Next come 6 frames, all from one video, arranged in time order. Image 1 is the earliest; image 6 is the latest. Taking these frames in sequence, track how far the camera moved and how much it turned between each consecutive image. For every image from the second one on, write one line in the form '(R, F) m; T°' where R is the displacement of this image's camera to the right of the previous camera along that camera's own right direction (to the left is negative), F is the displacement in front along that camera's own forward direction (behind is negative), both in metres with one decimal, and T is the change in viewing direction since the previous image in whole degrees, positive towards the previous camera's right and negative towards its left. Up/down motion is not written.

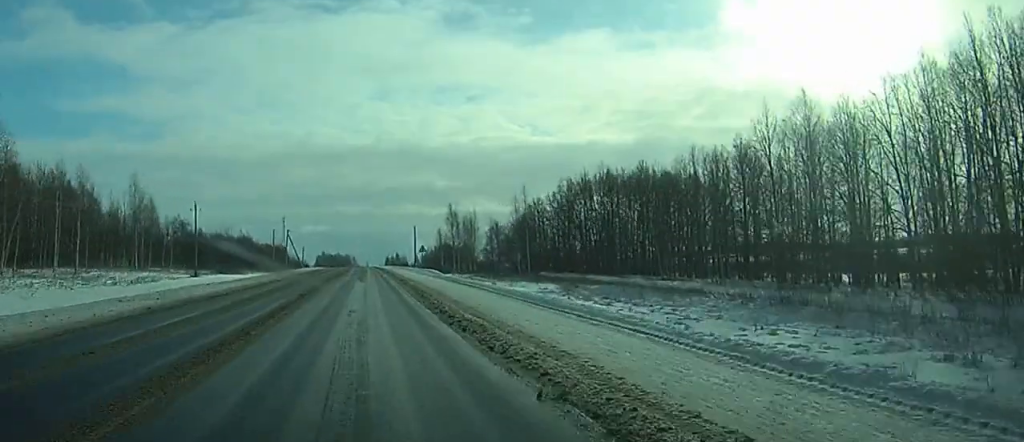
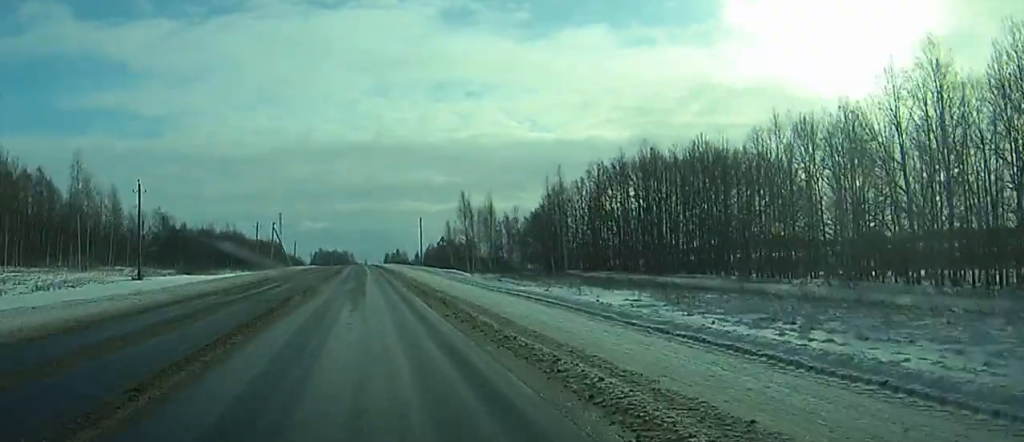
(0.0, +25.4) m; 0°
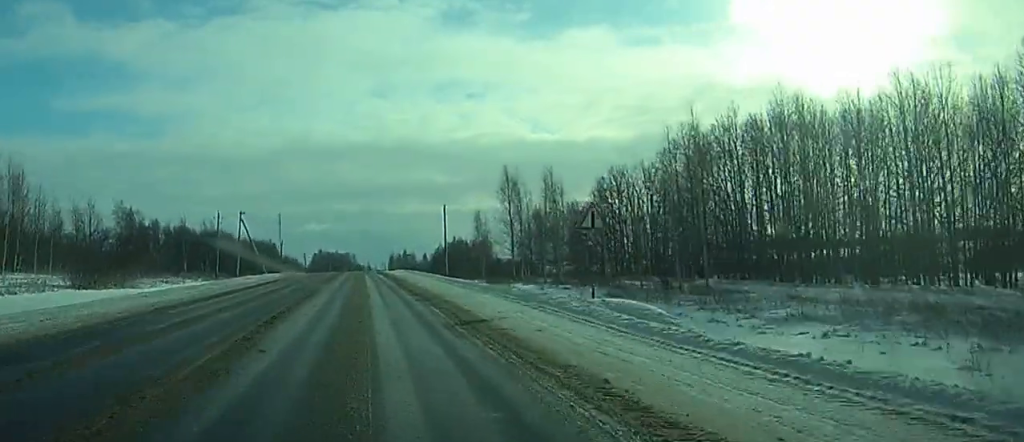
(-0.2, +44.1) m; 0°
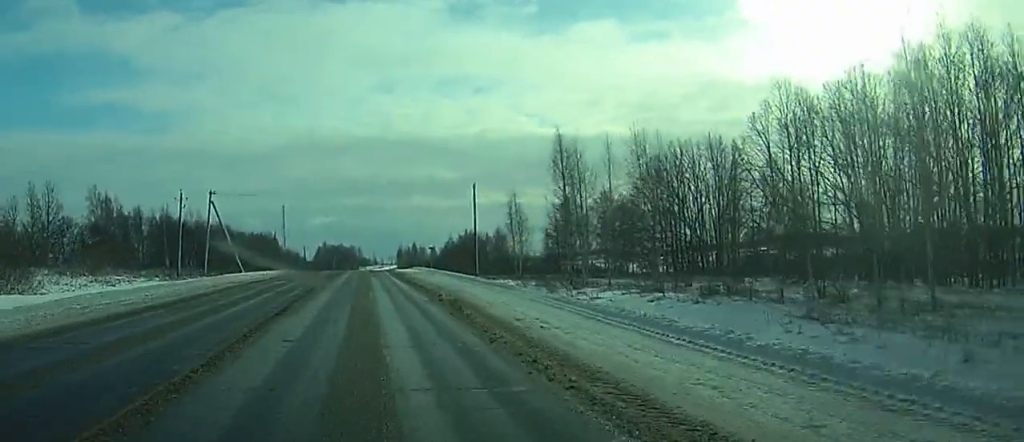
(0.0, +26.3) m; 0°
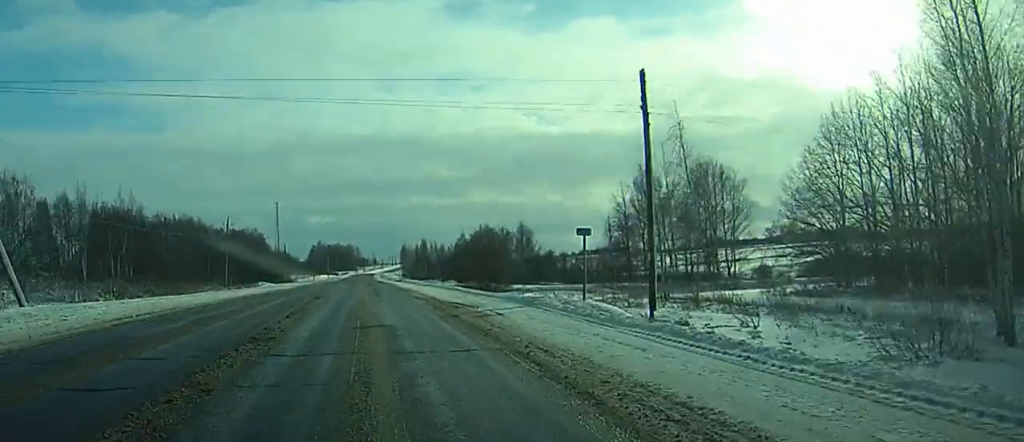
(-0.3, +56.9) m; -1°
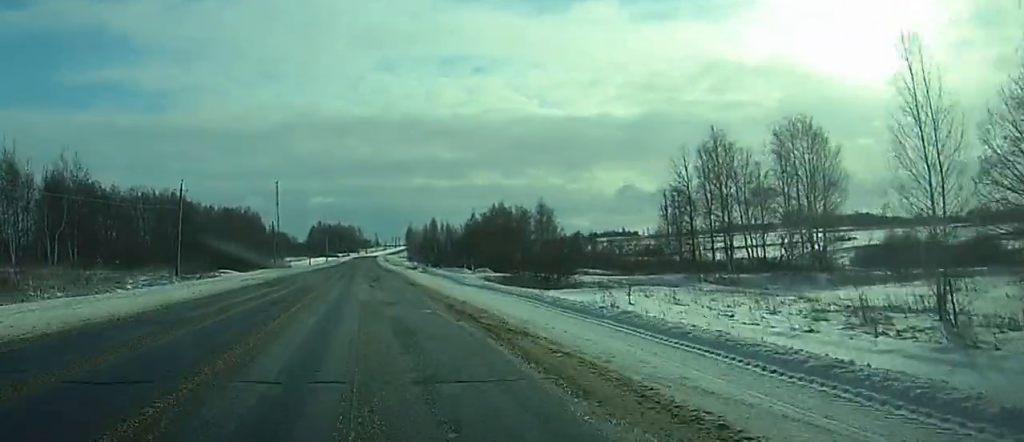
(-0.2, +29.6) m; -1°
